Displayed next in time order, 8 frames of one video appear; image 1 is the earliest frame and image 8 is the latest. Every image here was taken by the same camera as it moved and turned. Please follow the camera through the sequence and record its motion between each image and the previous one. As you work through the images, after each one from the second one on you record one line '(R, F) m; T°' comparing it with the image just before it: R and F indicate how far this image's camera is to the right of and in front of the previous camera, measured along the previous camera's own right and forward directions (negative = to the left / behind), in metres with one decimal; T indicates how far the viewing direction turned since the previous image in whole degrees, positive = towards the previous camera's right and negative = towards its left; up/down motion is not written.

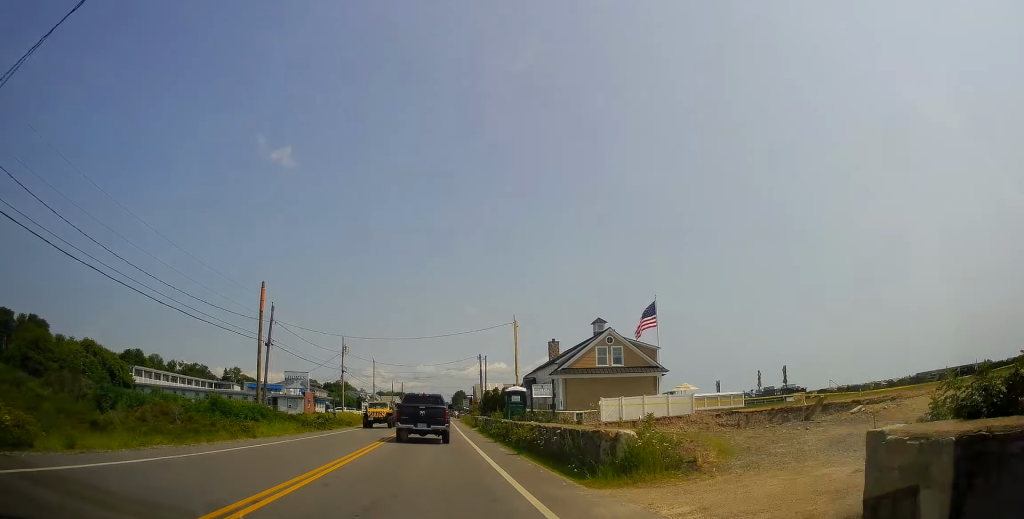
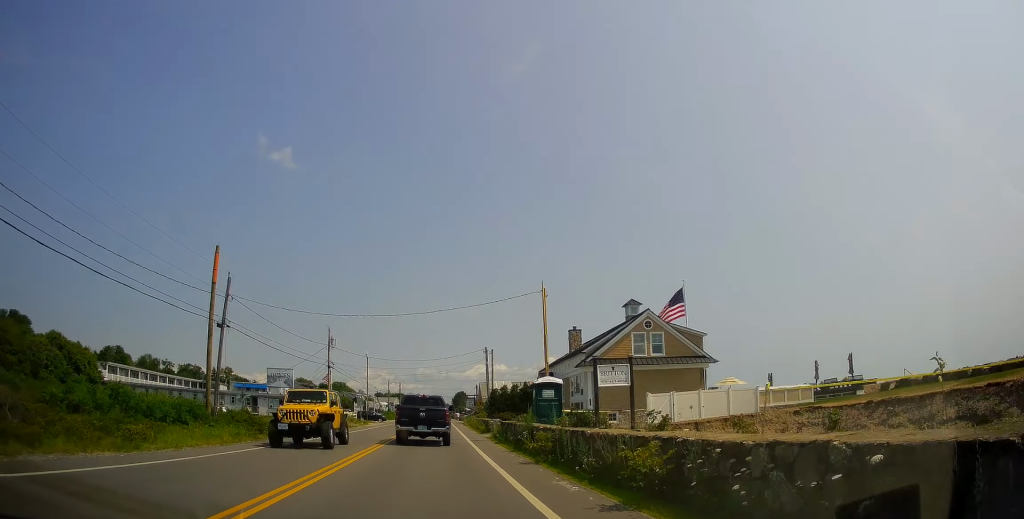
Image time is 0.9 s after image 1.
(+0.3, +9.8) m; +1°
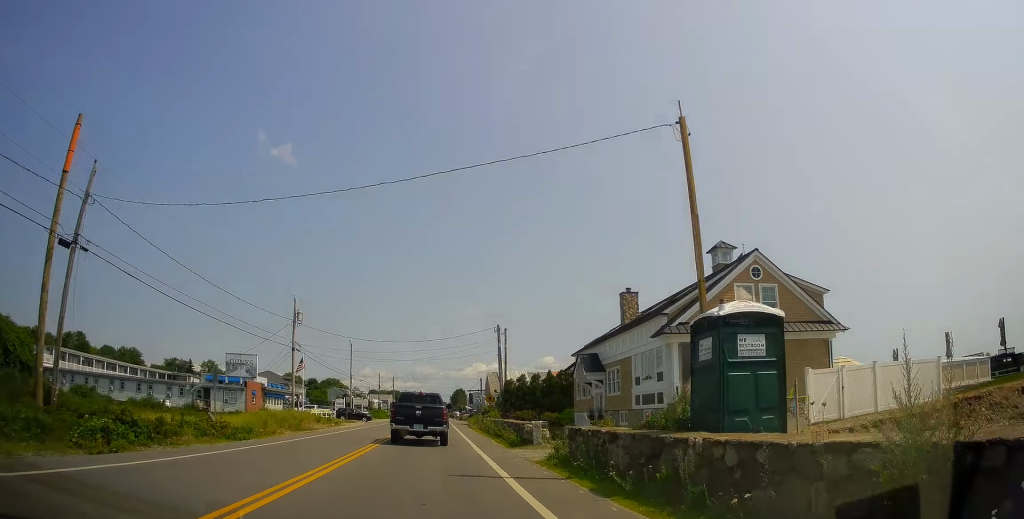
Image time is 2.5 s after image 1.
(-0.5, +15.8) m; -2°
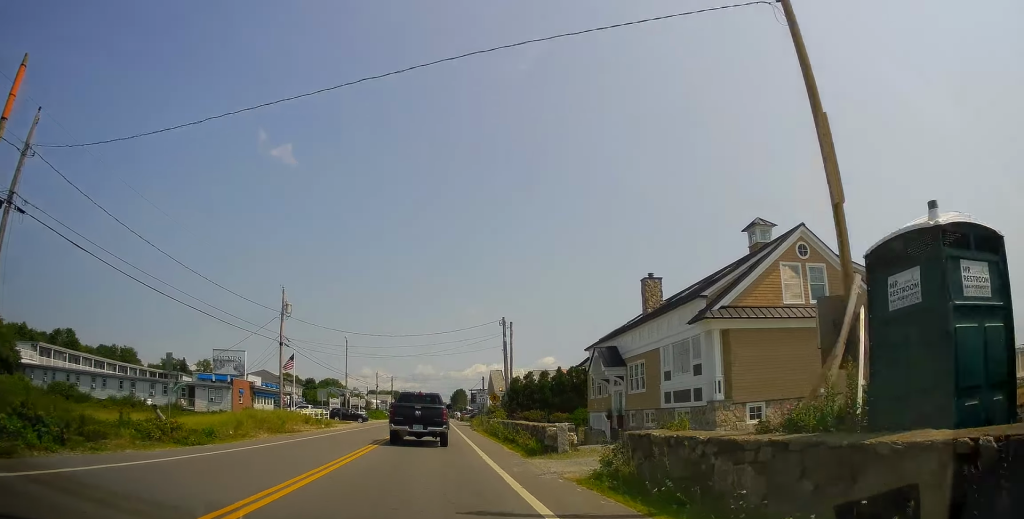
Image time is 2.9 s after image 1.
(-0.2, +4.1) m; +1°
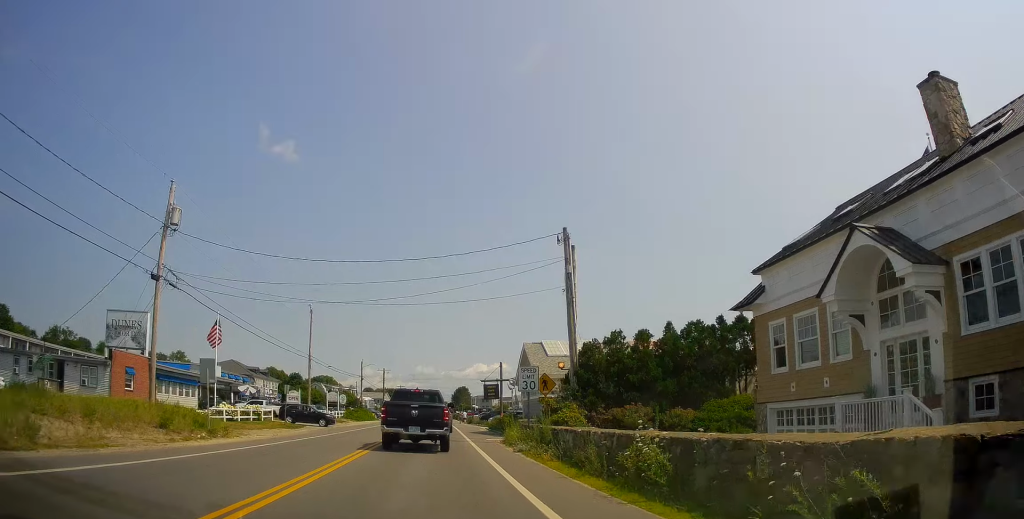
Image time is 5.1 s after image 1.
(+1.1, +22.3) m; -1°
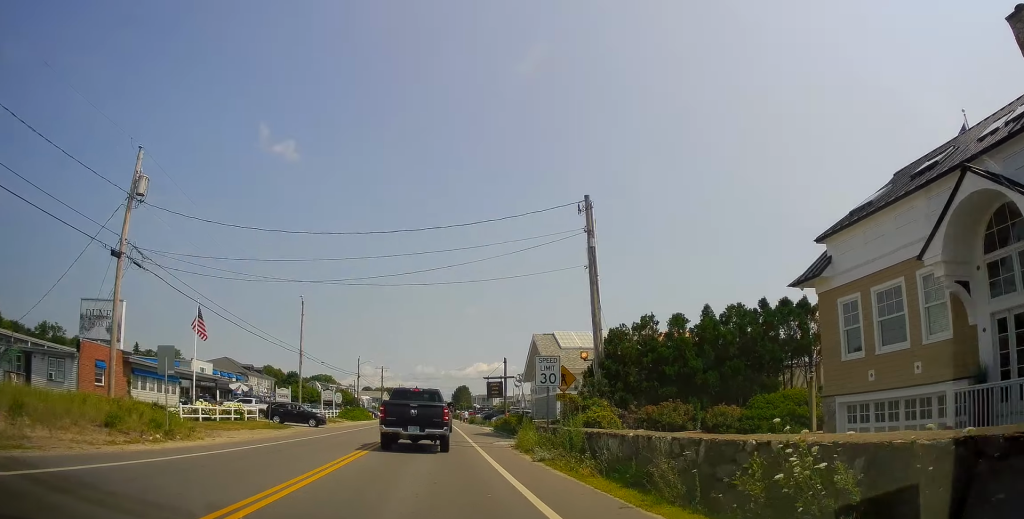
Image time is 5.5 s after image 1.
(-0.2, +3.6) m; -1°
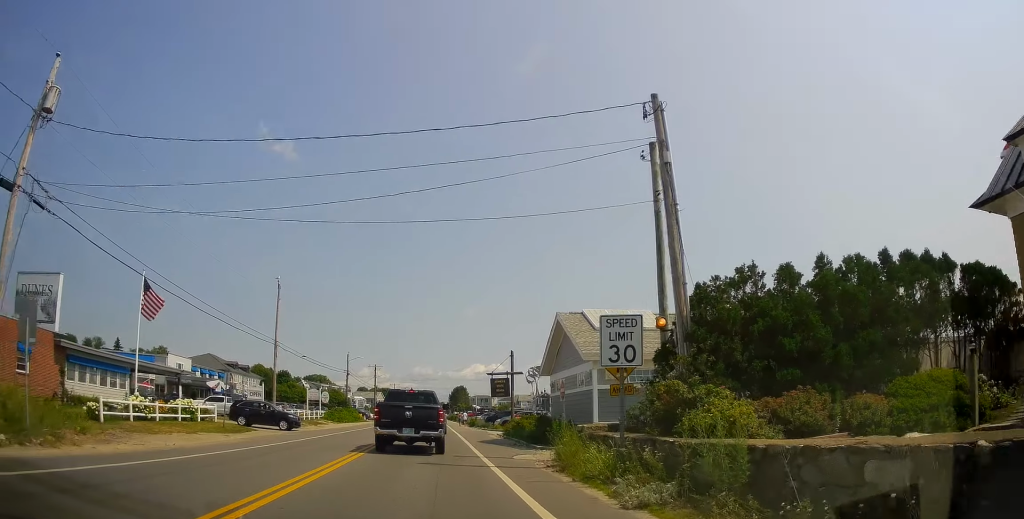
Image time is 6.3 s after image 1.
(-0.2, +7.5) m; -1°
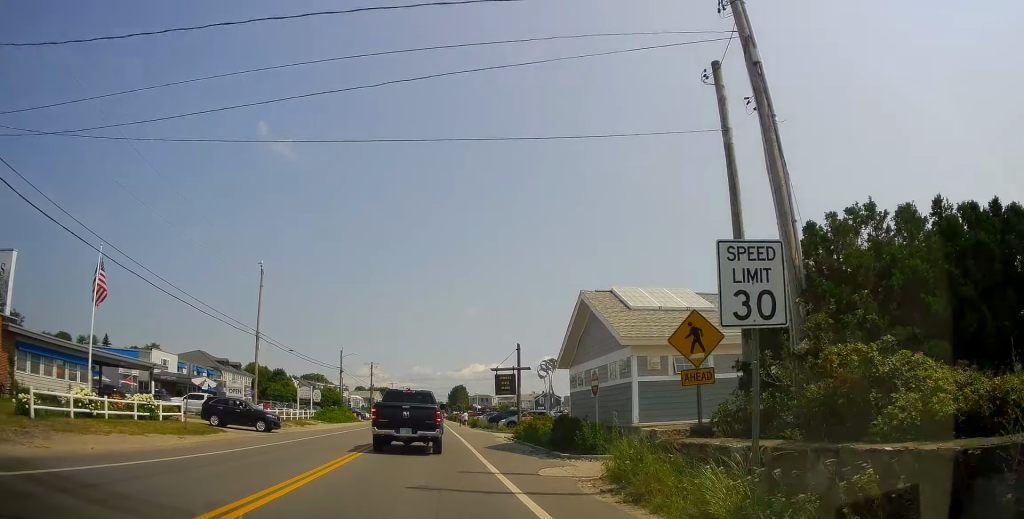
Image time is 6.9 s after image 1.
(-0.1, +4.5) m; +2°
